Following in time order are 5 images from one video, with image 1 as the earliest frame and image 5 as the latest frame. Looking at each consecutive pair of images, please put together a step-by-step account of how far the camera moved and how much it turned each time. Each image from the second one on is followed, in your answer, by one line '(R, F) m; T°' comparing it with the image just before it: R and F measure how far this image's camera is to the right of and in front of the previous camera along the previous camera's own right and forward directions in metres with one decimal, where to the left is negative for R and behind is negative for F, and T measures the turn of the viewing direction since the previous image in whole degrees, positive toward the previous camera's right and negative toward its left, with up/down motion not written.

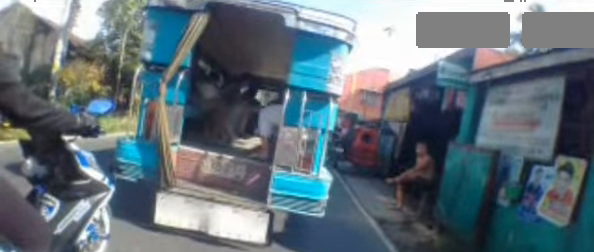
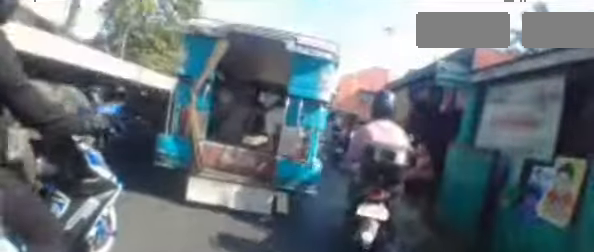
(+0.1, +0.2) m; 0°
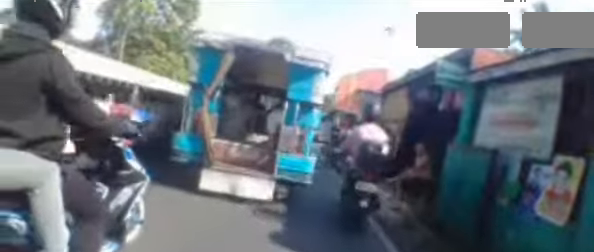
(0.0, 0.0) m; 0°
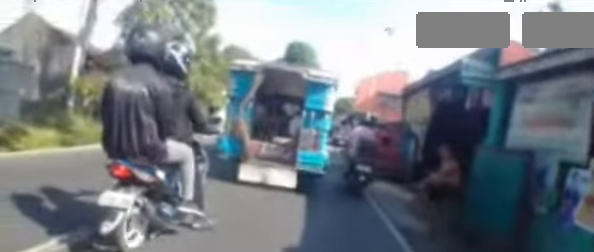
(+0.1, +0.3) m; 0°
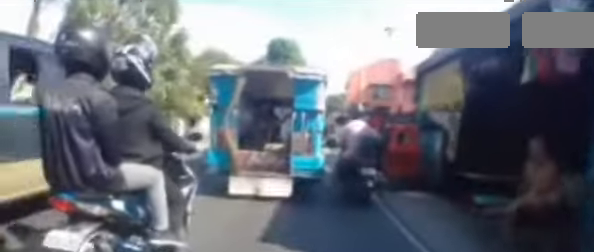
(+0.6, +1.7) m; +7°
